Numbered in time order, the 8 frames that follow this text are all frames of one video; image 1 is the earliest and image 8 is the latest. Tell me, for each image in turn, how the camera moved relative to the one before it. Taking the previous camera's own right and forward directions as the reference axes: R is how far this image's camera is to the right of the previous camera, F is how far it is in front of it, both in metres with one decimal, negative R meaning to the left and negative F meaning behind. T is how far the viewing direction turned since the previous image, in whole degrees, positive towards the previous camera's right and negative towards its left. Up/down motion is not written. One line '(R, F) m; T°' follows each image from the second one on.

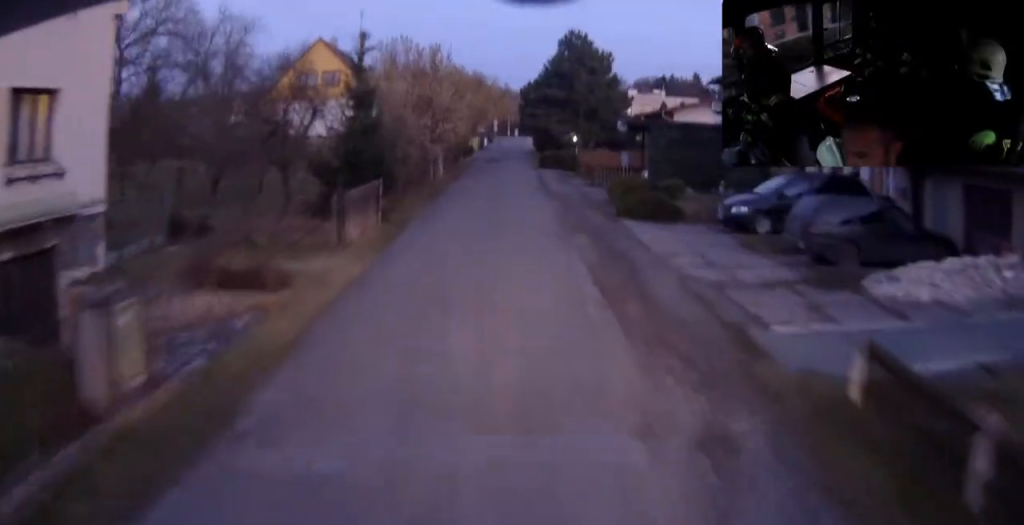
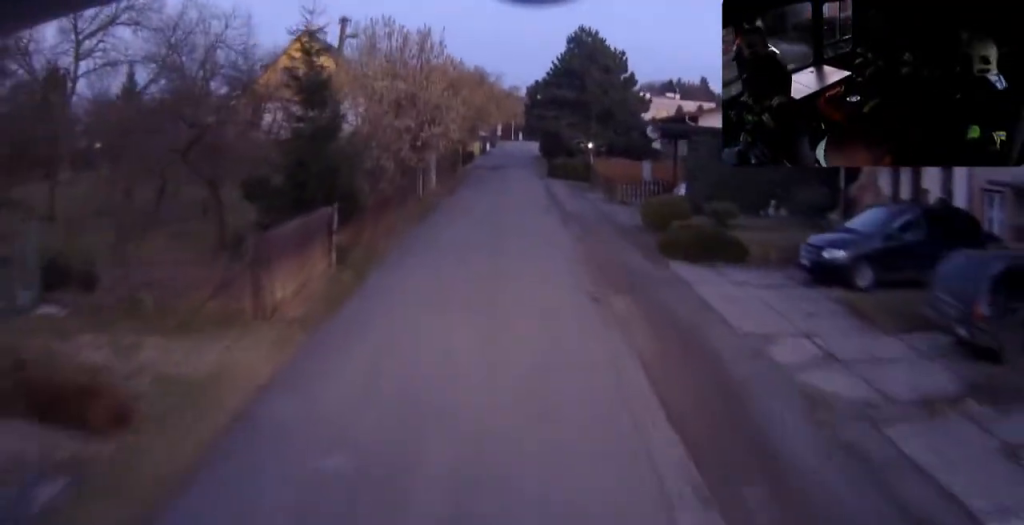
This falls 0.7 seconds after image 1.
(0.0, +6.2) m; -1°
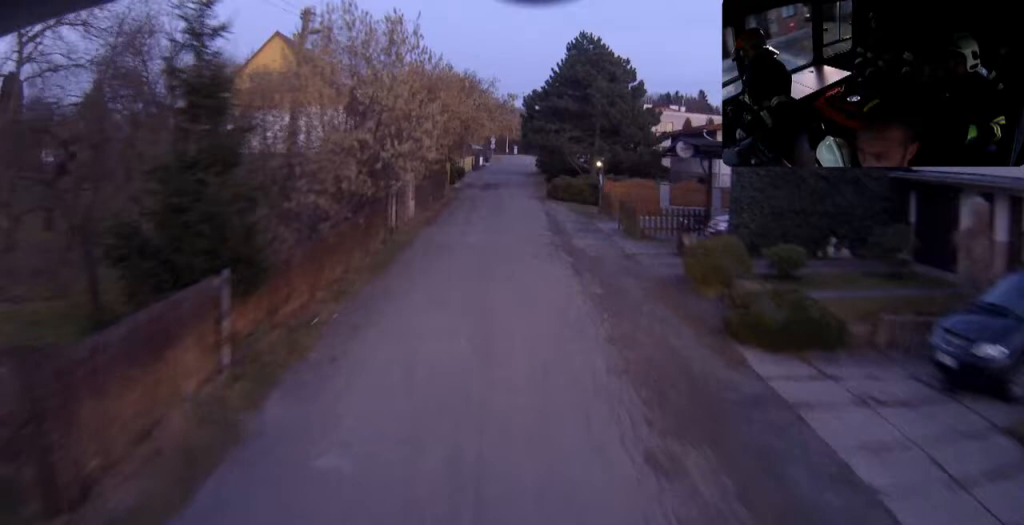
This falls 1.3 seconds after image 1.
(+0.1, +5.8) m; -1°
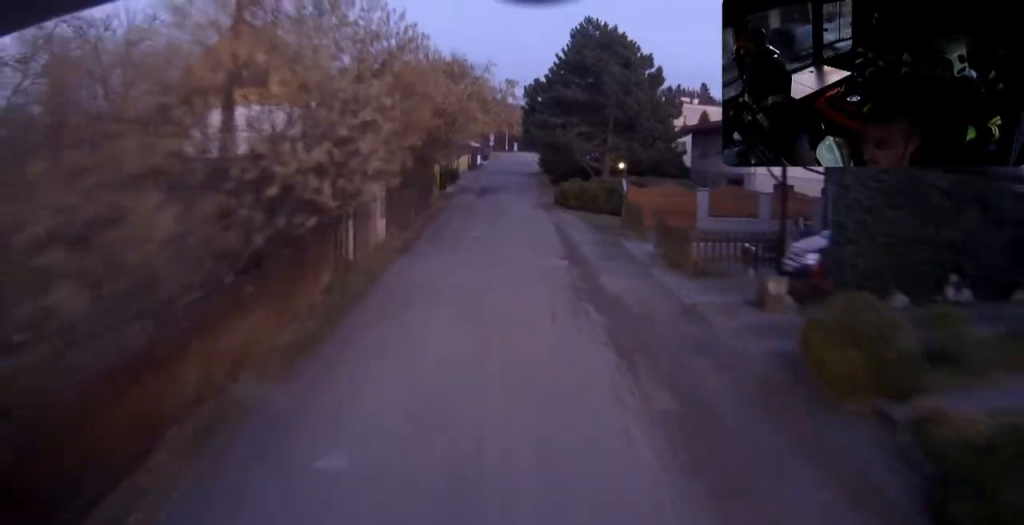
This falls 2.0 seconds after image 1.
(-0.2, +6.3) m; 0°
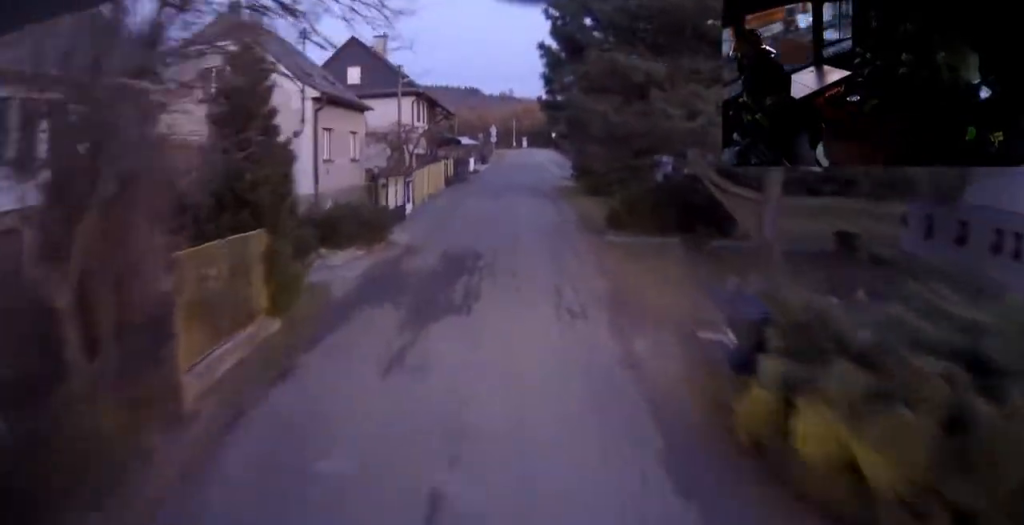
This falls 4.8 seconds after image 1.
(+1.1, +25.4) m; +5°
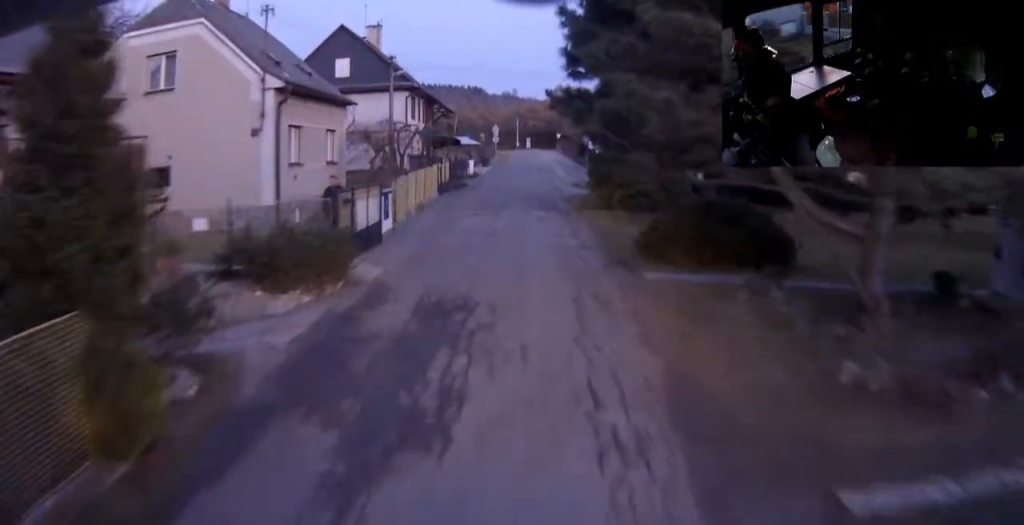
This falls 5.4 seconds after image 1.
(+0.1, +5.1) m; 0°
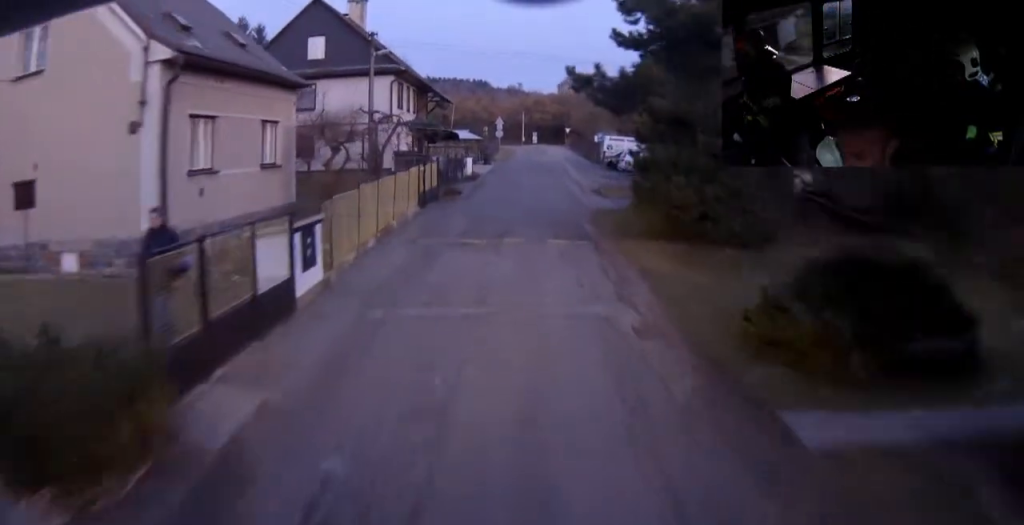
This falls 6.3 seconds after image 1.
(-0.1, +8.1) m; -1°
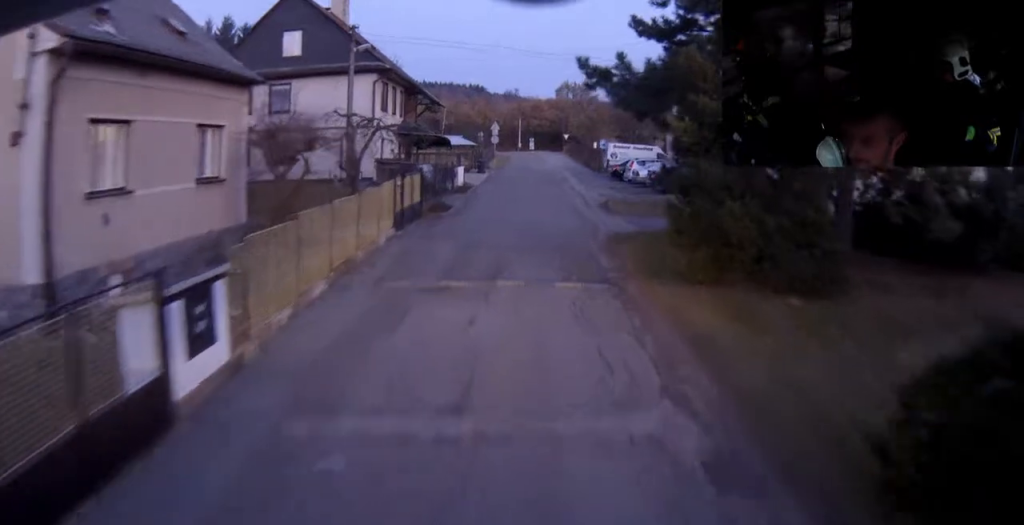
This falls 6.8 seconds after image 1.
(0.0, +4.4) m; -1°
